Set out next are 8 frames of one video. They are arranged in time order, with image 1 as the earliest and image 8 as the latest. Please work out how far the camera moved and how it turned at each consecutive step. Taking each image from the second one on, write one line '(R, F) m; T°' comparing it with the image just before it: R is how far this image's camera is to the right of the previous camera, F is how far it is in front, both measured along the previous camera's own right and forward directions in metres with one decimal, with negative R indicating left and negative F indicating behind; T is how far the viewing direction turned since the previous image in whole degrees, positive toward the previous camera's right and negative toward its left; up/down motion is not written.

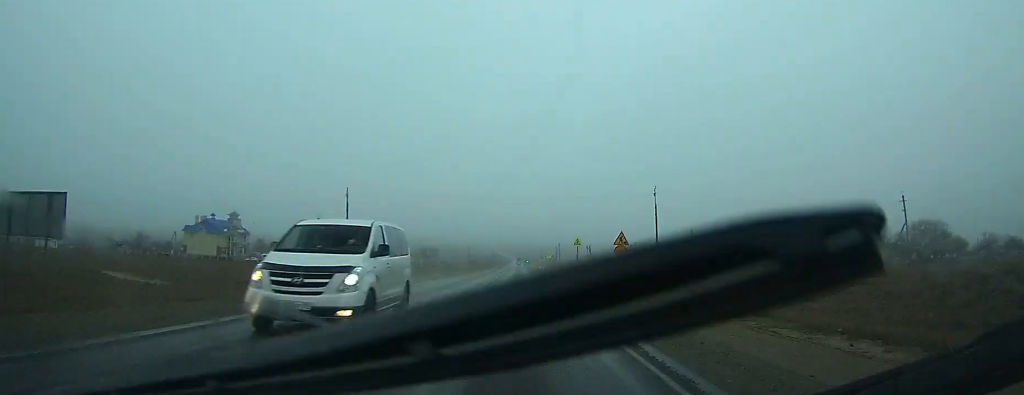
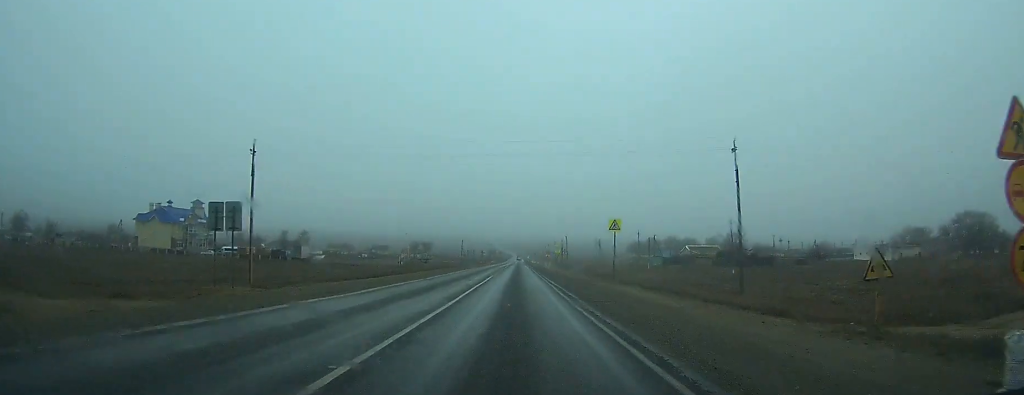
(-0.1, +26.9) m; 0°
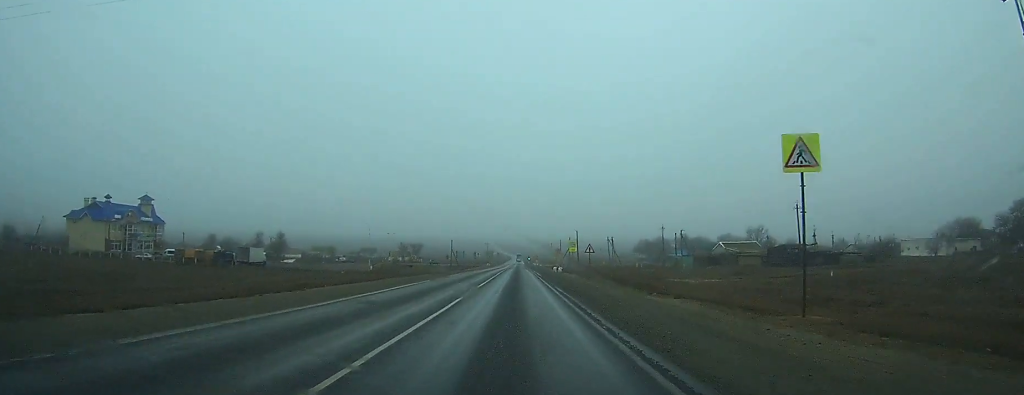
(-0.1, +28.0) m; 0°
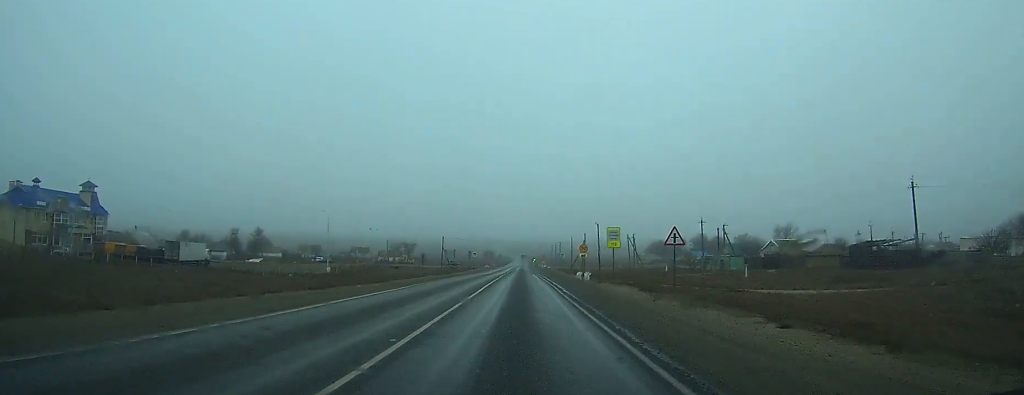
(+0.1, +25.6) m; 0°
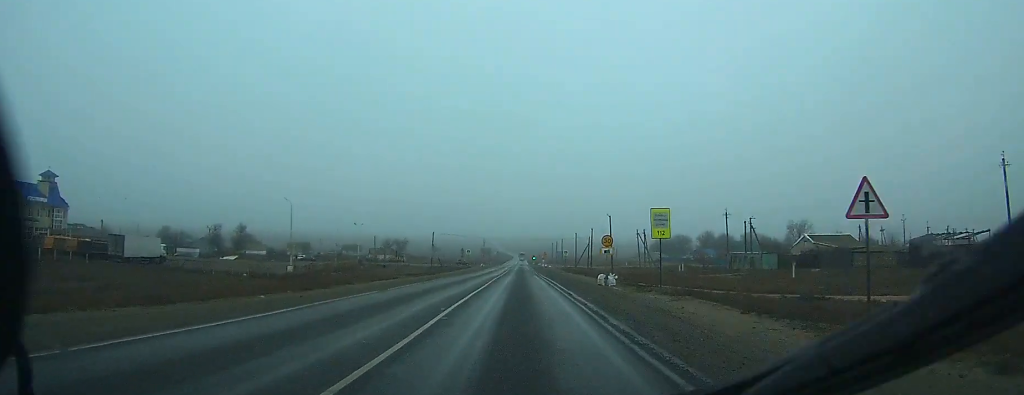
(0.0, +13.4) m; 0°
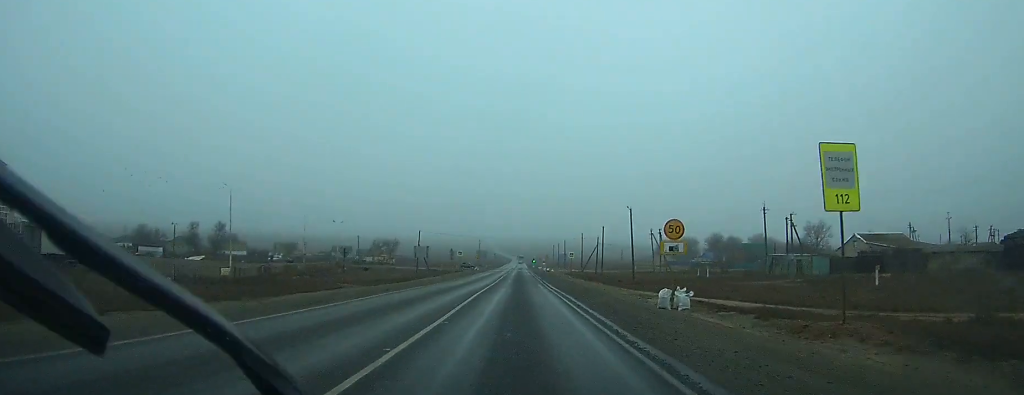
(0.0, +15.6) m; 0°
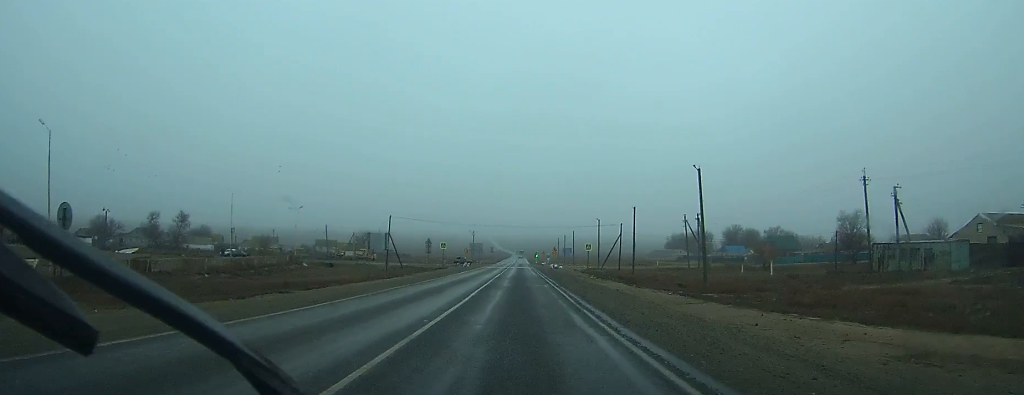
(0.0, +26.3) m; 0°
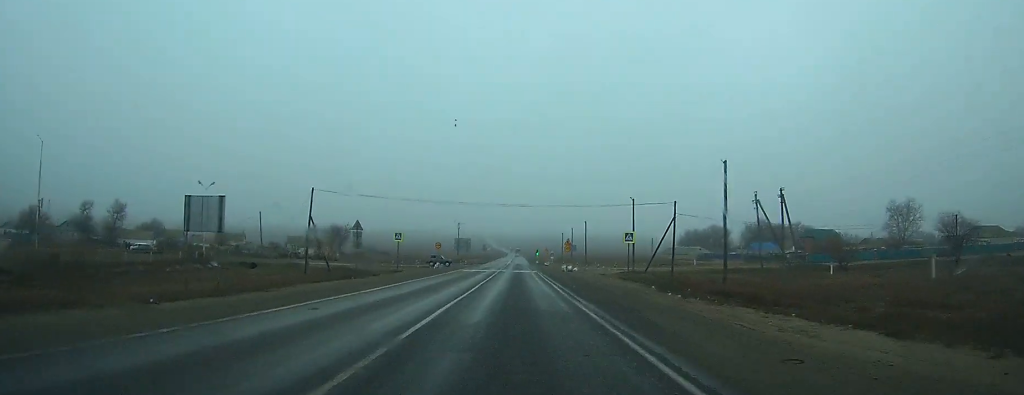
(-0.1, +32.3) m; 0°
